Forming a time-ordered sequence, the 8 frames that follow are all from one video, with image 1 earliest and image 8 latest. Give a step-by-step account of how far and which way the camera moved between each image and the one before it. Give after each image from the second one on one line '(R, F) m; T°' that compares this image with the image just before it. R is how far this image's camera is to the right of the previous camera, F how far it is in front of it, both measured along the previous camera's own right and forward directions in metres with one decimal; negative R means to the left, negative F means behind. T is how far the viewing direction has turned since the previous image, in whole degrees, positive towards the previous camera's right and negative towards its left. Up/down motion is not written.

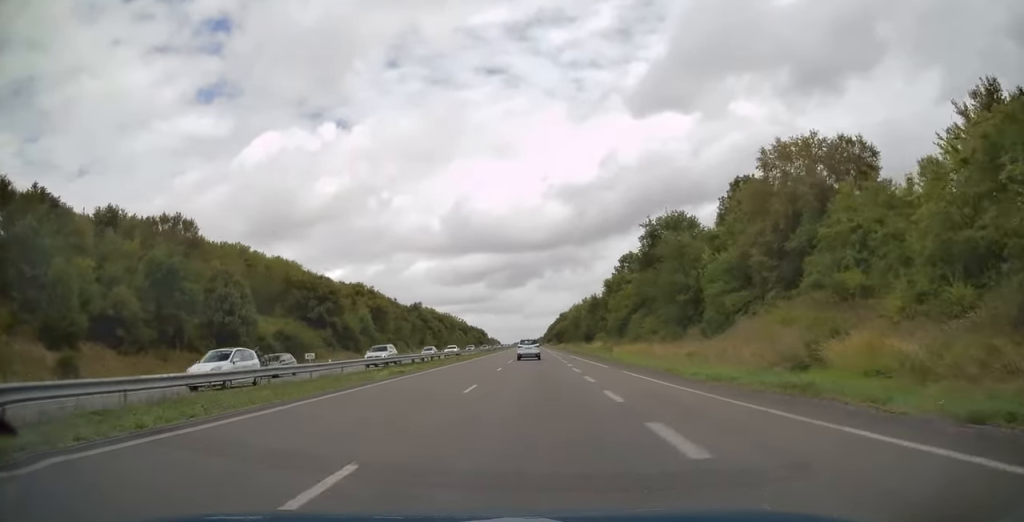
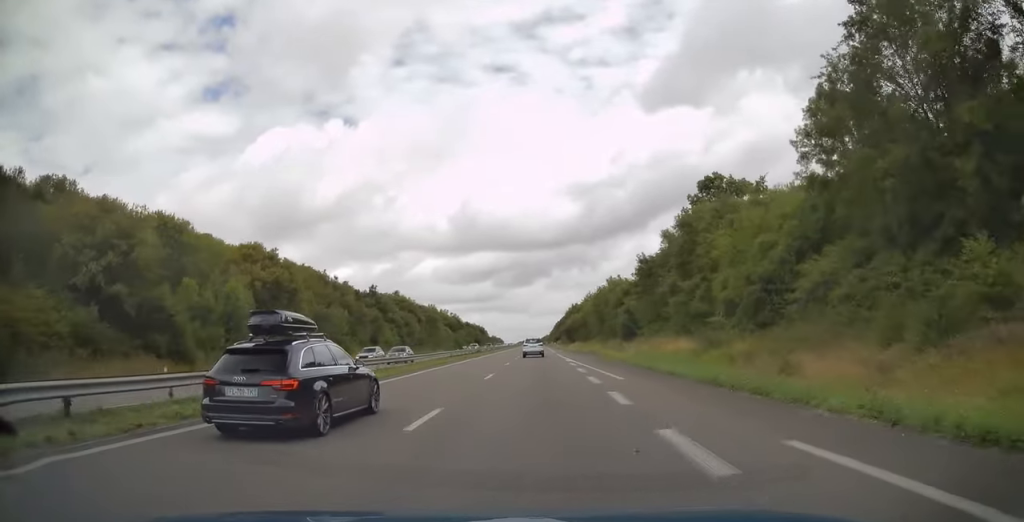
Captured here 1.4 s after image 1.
(0.0, +46.0) m; 0°
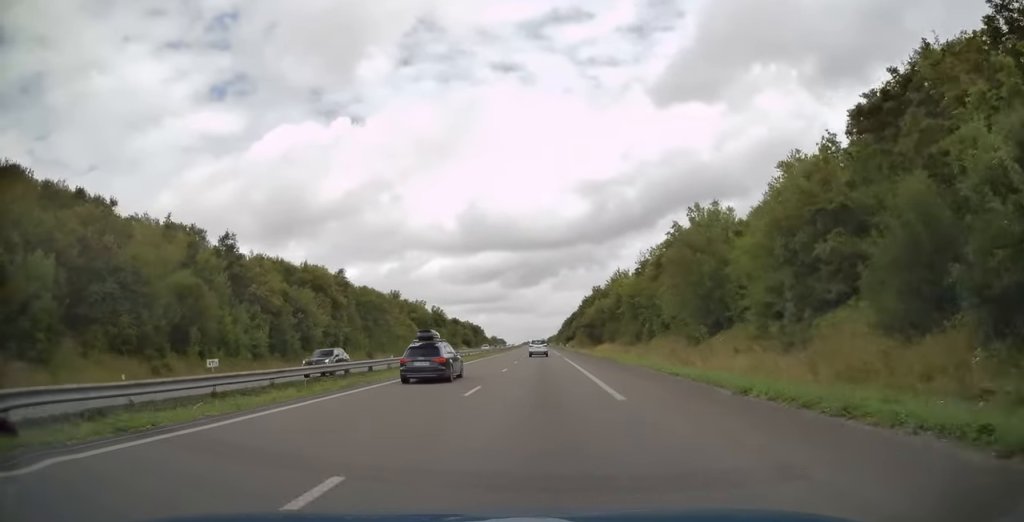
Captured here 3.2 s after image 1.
(-0.5, +57.9) m; 0°
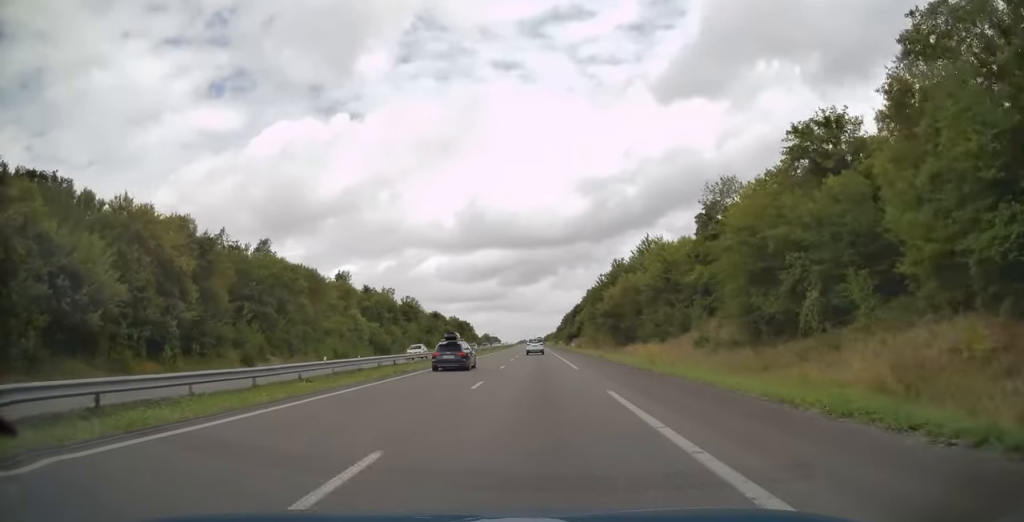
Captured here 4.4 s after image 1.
(+0.2, +37.0) m; 0°
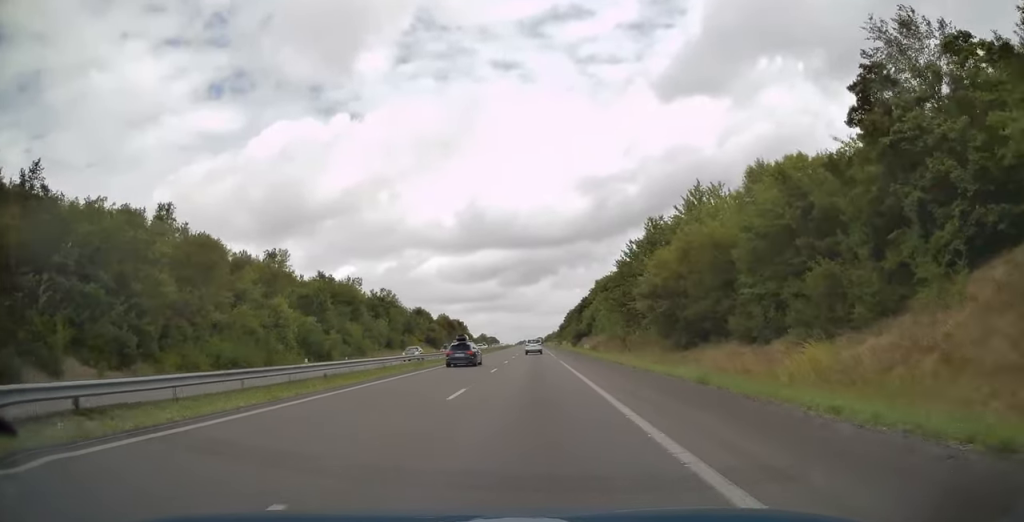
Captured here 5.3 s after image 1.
(-0.2, +28.6) m; 0°
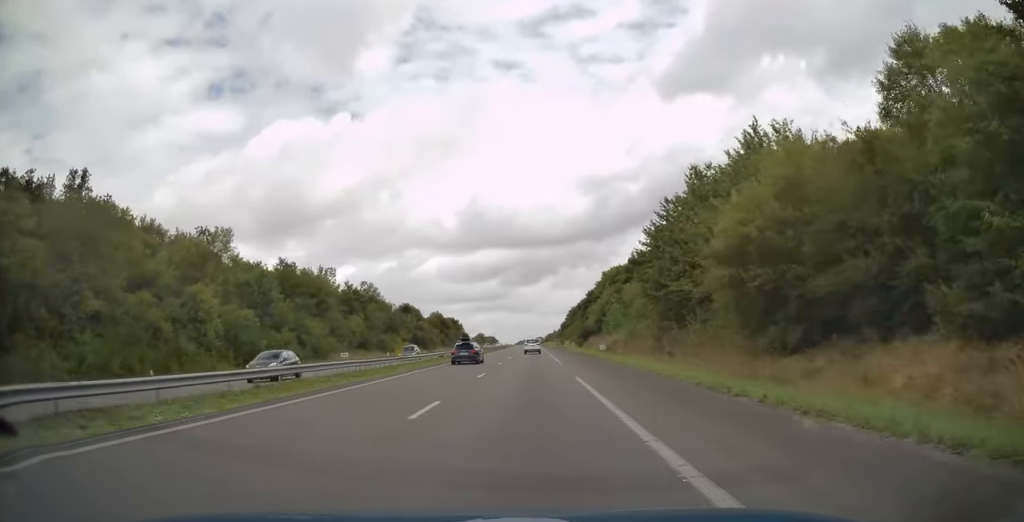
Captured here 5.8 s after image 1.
(0.0, +16.7) m; 0°
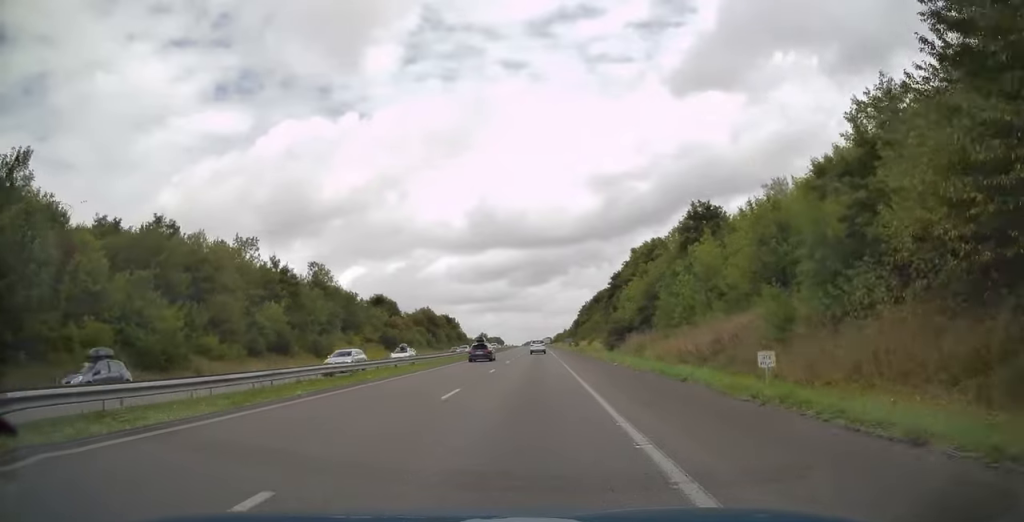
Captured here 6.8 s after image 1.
(-0.1, +34.4) m; 0°
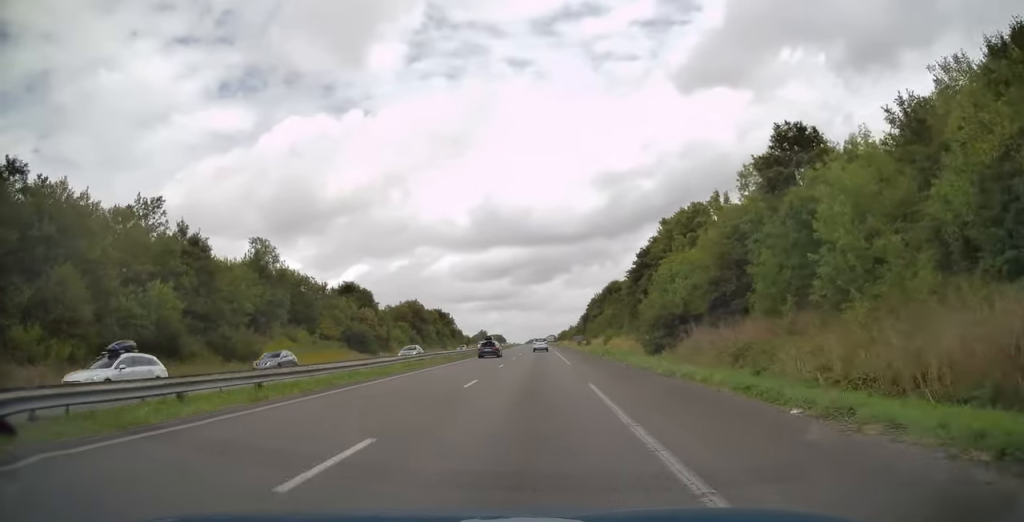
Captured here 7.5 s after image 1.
(-0.1, +22.5) m; 0°
